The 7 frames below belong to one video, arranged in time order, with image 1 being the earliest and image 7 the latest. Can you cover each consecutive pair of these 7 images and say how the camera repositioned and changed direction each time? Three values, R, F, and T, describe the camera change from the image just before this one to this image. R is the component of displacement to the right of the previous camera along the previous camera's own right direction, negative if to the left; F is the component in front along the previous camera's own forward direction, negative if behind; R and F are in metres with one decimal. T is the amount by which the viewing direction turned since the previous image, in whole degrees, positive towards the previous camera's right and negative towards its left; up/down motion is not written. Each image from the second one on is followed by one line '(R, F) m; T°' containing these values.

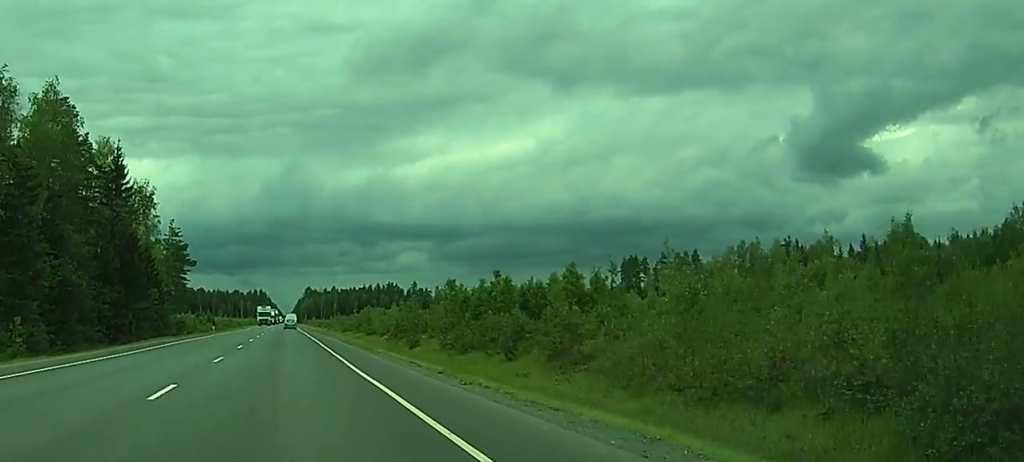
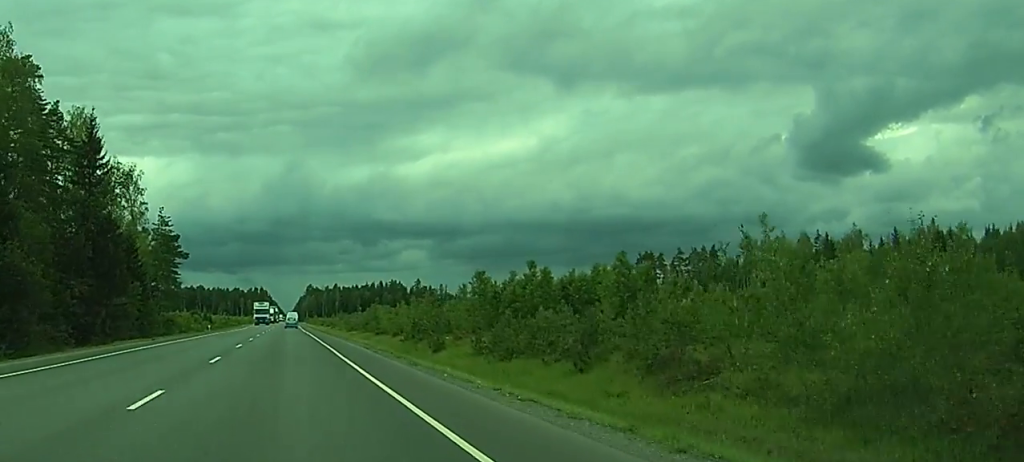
(0.0, +13.5) m; 0°
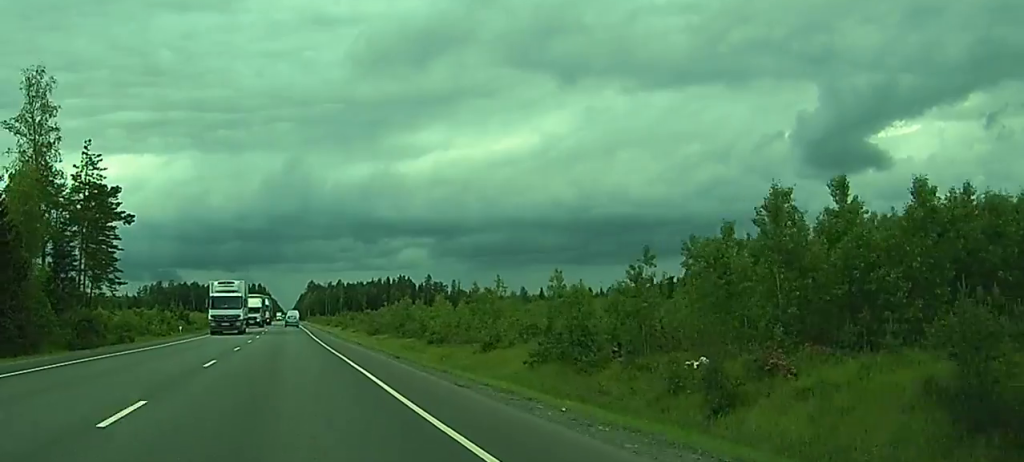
(0.0, +49.8) m; 0°
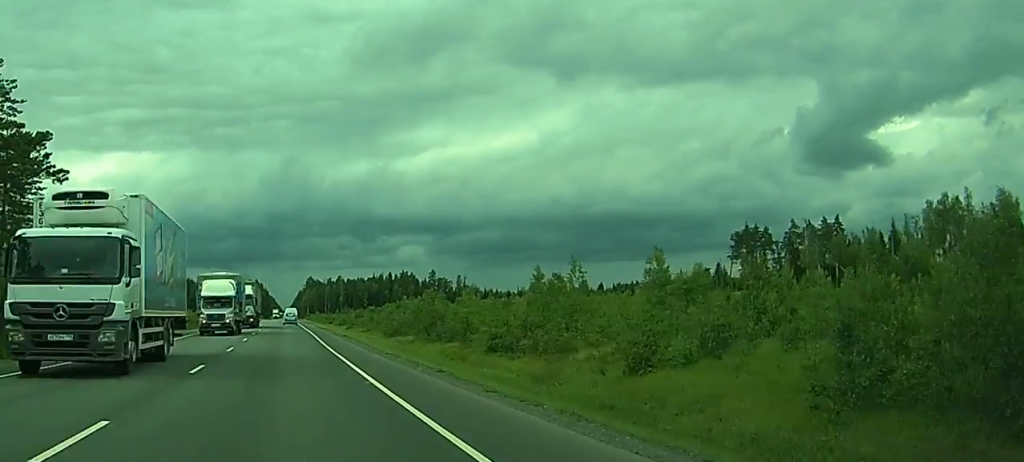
(0.0, +26.4) m; 0°
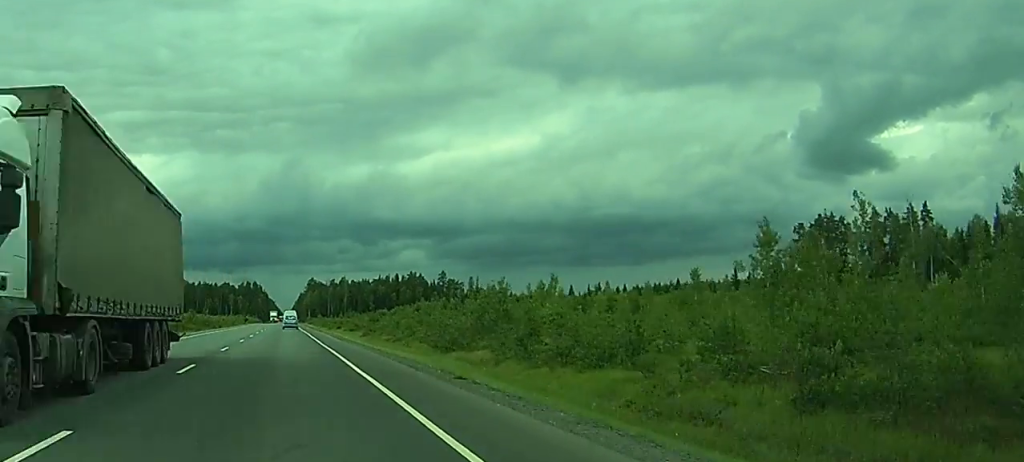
(0.0, +37.5) m; 0°
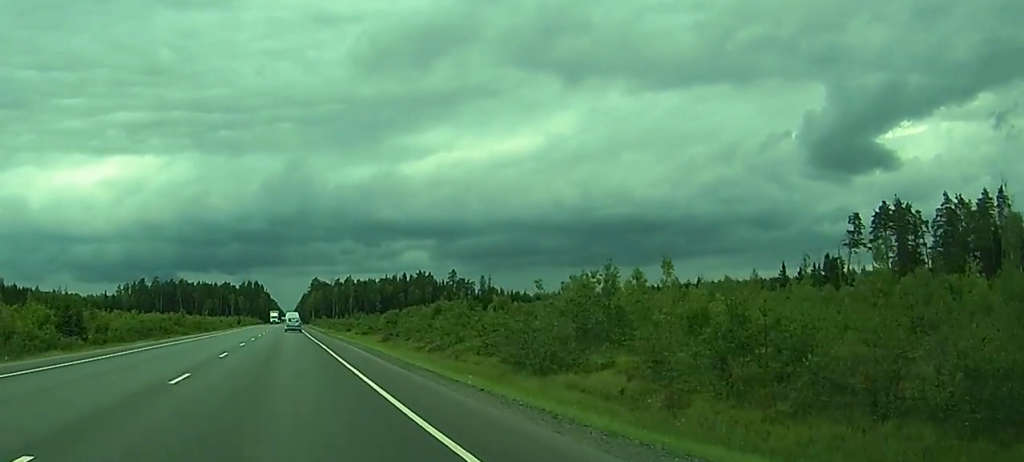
(-0.1, +25.6) m; 0°
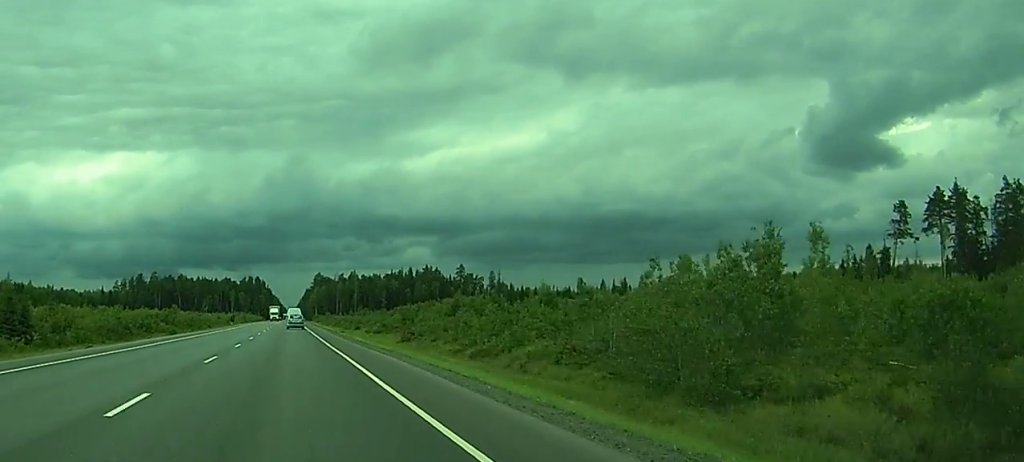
(0.0, +18.3) m; 0°
